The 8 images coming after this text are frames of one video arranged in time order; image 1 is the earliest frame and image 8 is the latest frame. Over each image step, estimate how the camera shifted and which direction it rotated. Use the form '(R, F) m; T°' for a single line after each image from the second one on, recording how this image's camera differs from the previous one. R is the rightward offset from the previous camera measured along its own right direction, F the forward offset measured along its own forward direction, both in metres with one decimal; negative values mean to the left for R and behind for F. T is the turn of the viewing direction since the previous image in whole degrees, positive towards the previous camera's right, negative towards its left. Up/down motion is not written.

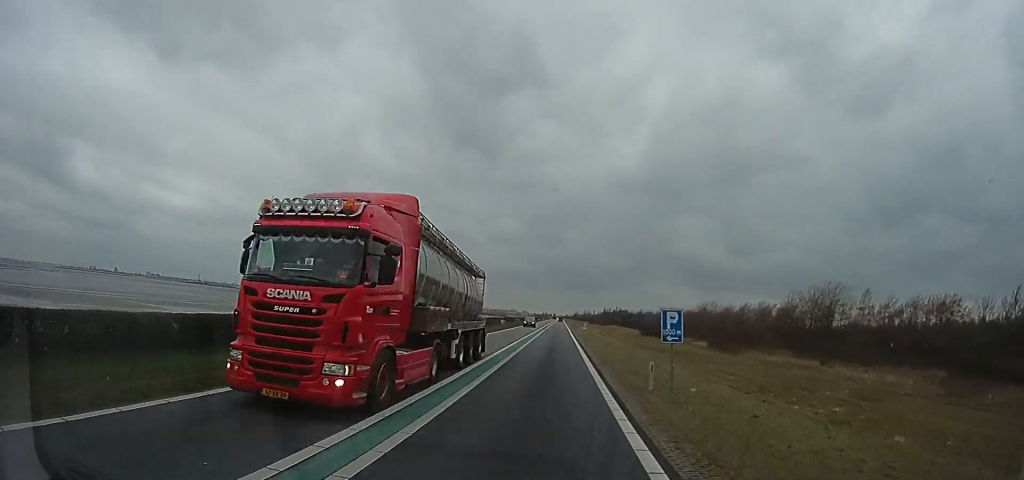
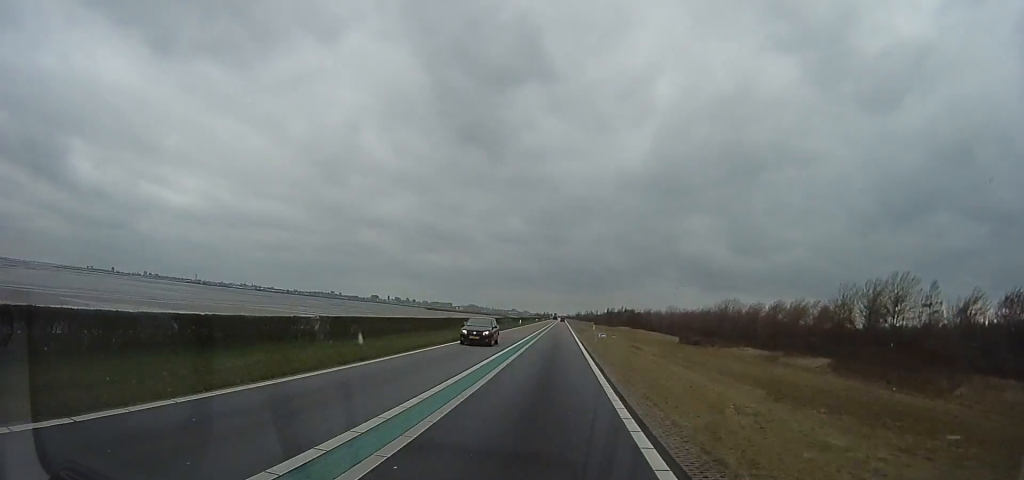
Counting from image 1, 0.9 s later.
(0.0, +25.6) m; +1°
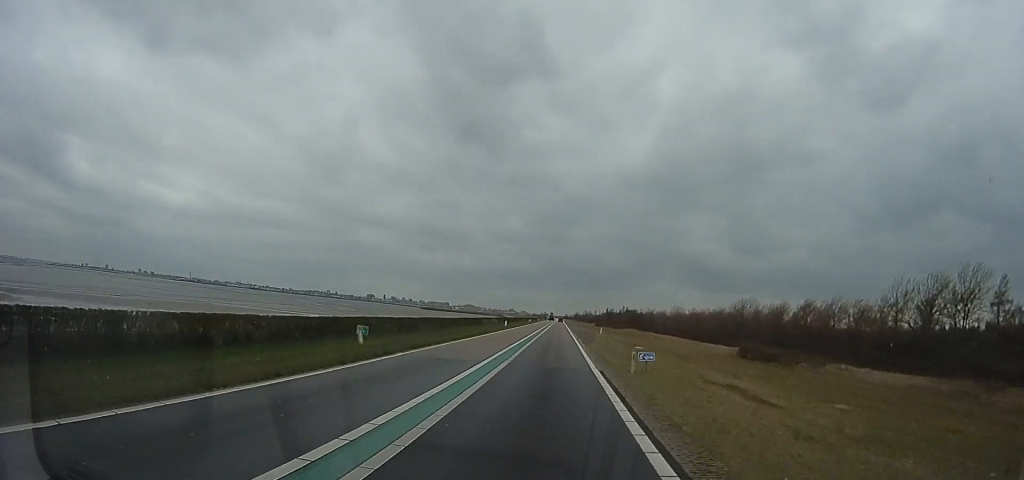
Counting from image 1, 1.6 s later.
(+0.3, +20.5) m; -1°
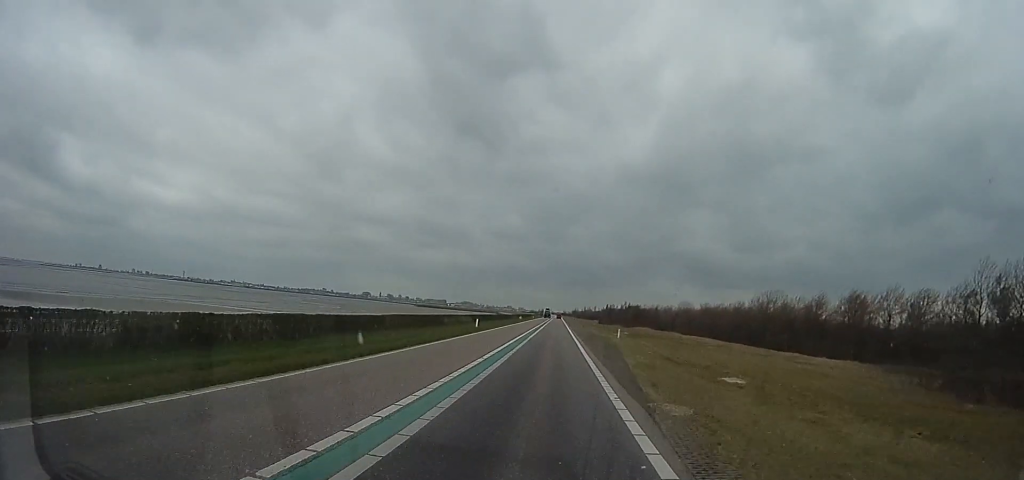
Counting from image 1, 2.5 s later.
(-0.5, +22.9) m; -1°
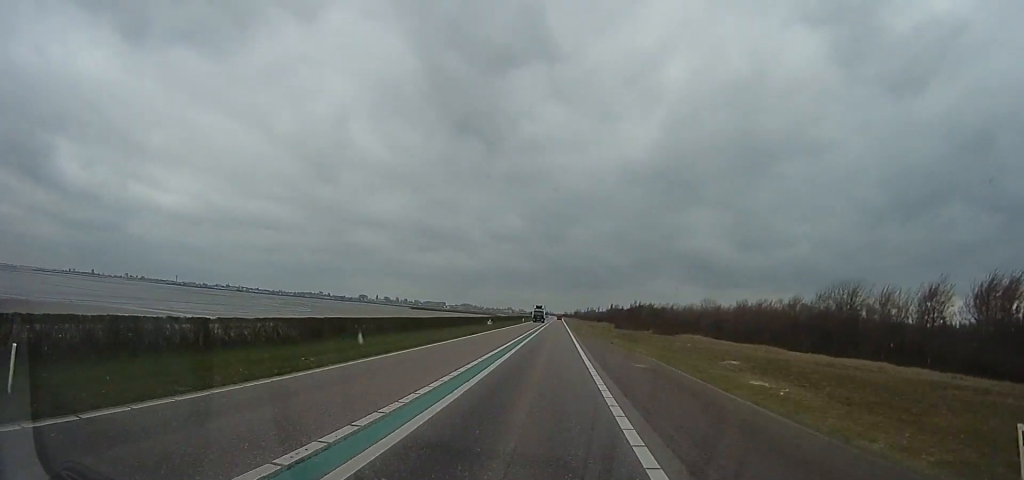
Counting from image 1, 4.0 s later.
(+0.9, +42.2) m; +3°
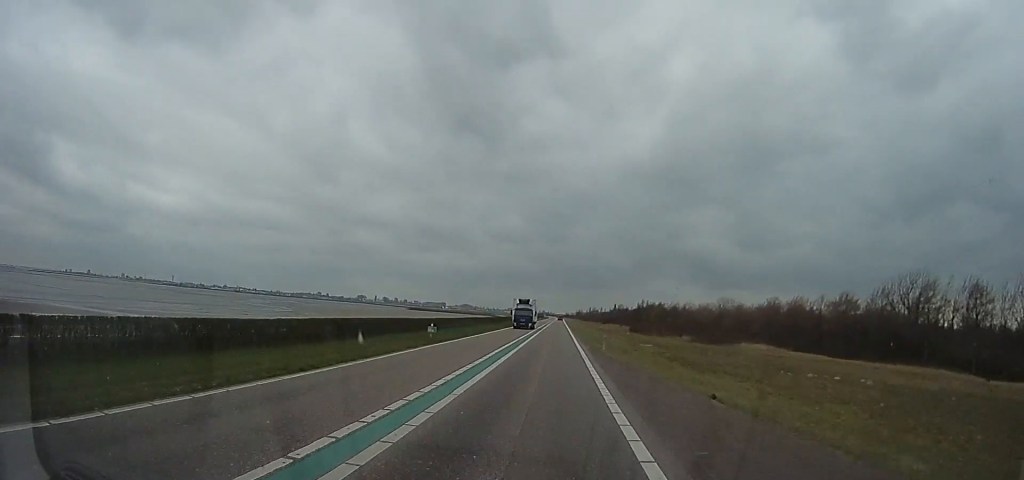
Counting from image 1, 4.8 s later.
(-0.1, +24.2) m; -3°
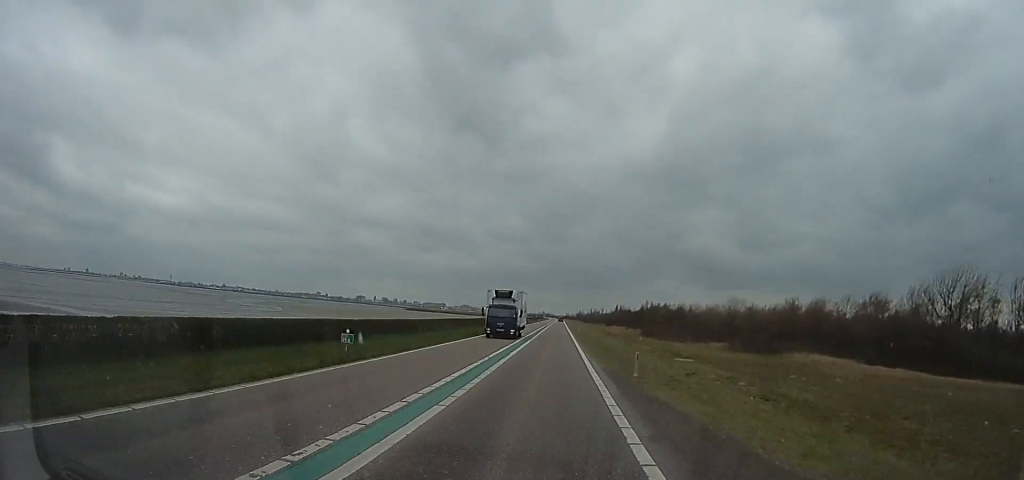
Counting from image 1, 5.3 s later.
(-0.3, +11.8) m; 0°
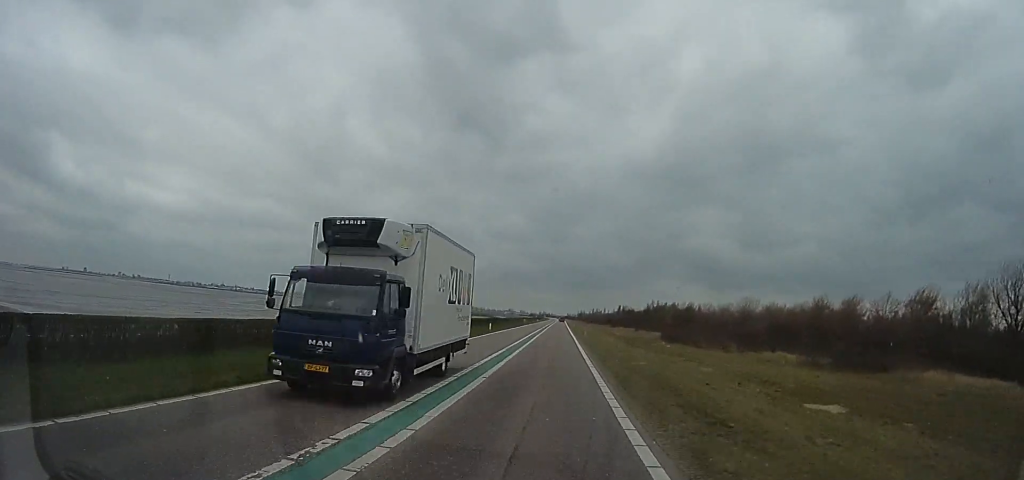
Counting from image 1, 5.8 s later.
(-0.7, +14.9) m; 0°
